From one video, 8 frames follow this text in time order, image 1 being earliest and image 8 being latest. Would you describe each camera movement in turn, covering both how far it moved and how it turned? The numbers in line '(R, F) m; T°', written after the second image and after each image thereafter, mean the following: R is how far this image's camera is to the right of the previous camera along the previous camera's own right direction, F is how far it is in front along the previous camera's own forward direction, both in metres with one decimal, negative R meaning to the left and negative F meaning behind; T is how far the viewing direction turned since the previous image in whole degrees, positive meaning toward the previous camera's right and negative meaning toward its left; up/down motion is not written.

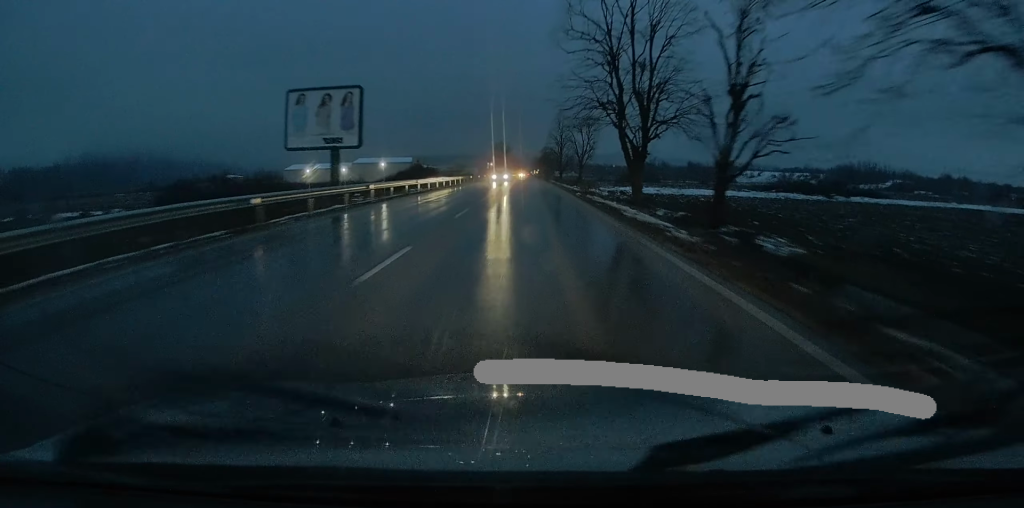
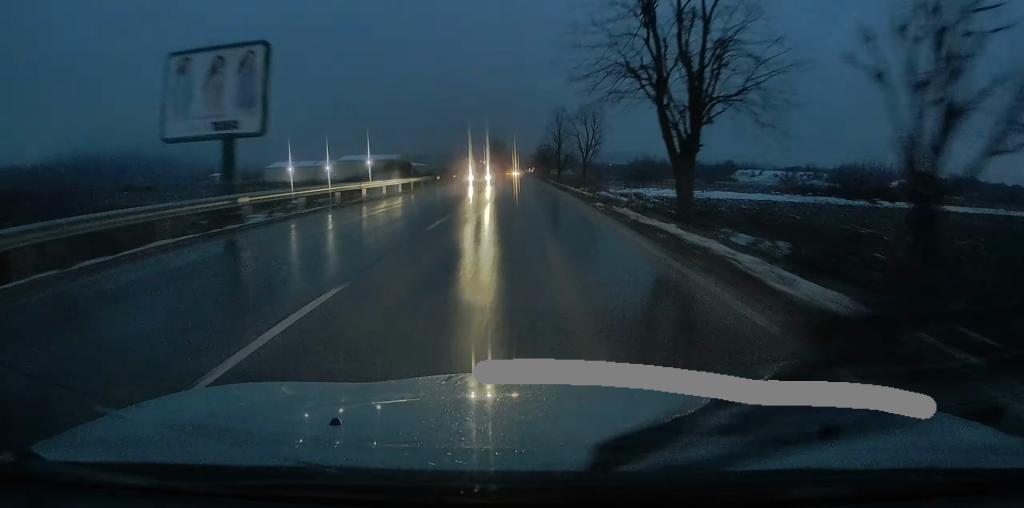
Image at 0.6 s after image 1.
(0.0, +12.5) m; 0°
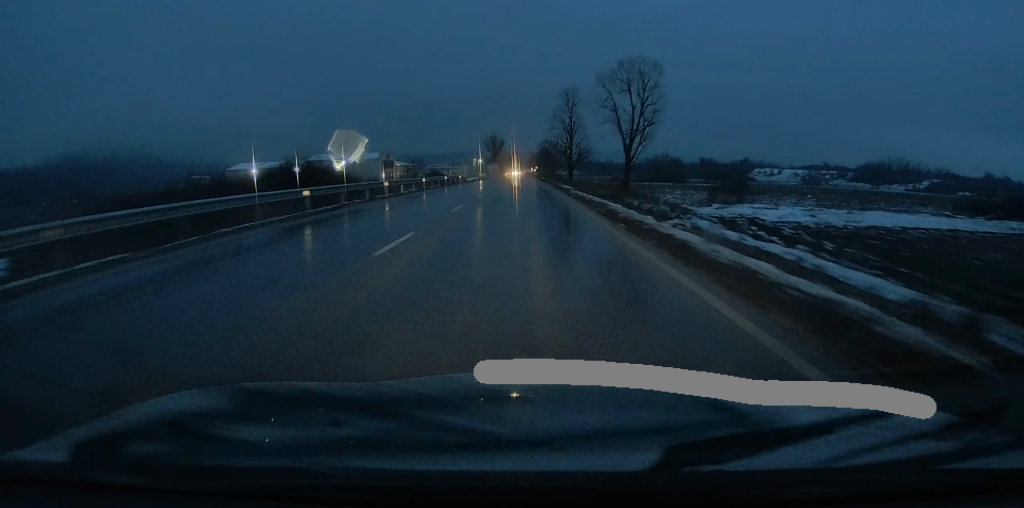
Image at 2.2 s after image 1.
(-0.2, +30.8) m; -1°
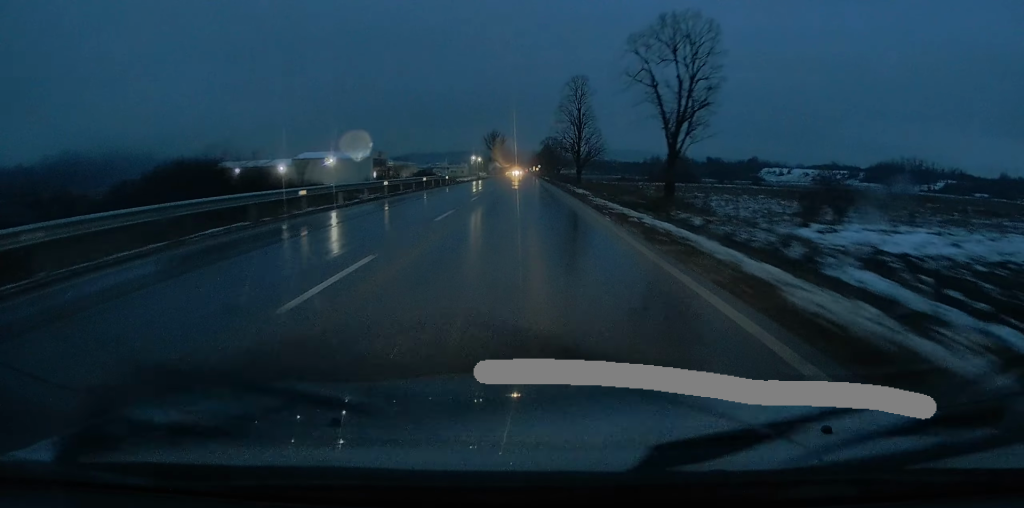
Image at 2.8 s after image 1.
(0.0, +12.6) m; 0°
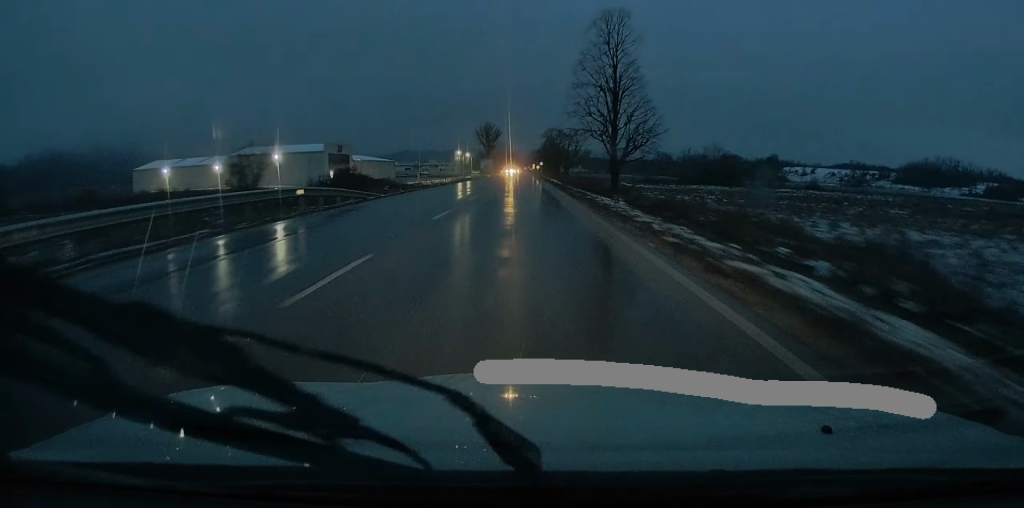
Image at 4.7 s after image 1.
(+0.3, +36.1) m; 0°
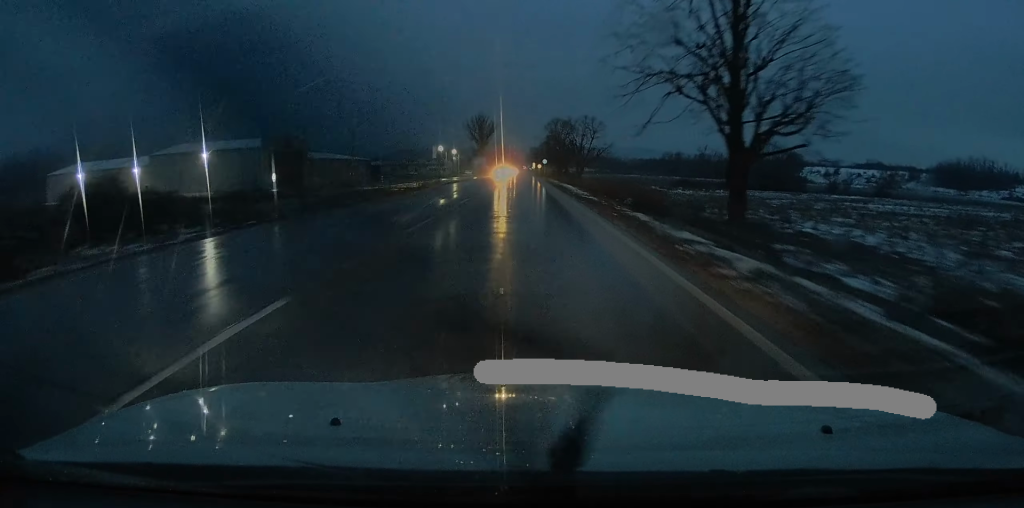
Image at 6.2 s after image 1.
(0.0, +30.0) m; 0°
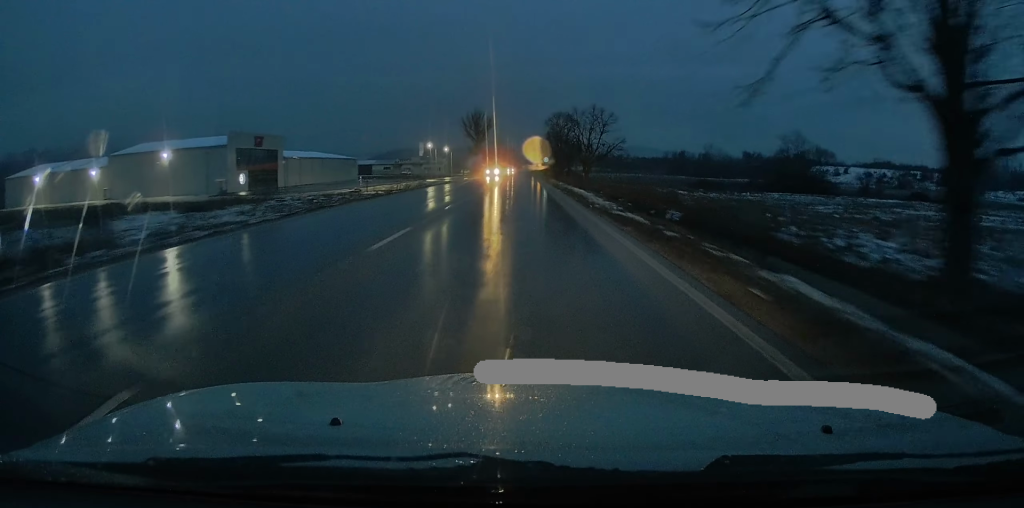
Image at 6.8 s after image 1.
(-0.1, +11.6) m; 0°
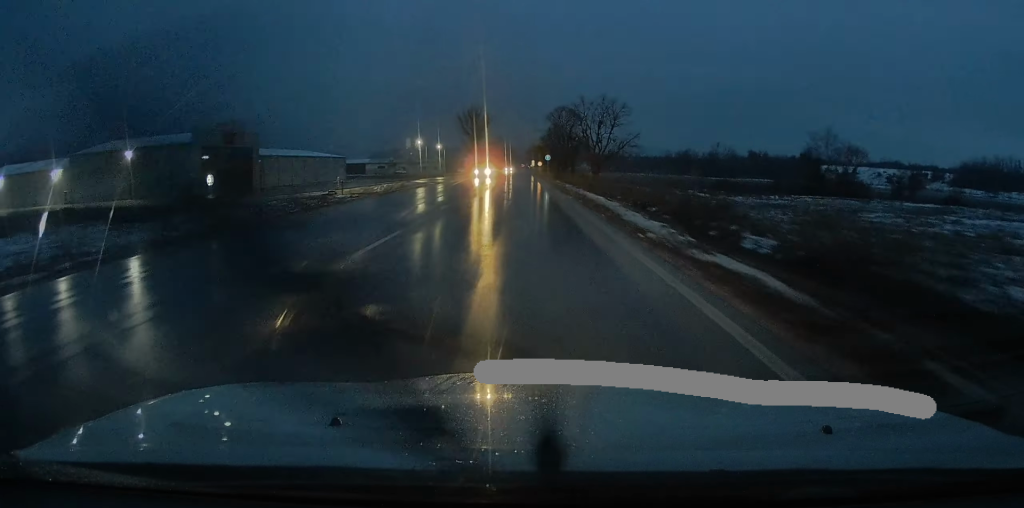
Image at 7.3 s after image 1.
(-0.1, +9.7) m; 0°
